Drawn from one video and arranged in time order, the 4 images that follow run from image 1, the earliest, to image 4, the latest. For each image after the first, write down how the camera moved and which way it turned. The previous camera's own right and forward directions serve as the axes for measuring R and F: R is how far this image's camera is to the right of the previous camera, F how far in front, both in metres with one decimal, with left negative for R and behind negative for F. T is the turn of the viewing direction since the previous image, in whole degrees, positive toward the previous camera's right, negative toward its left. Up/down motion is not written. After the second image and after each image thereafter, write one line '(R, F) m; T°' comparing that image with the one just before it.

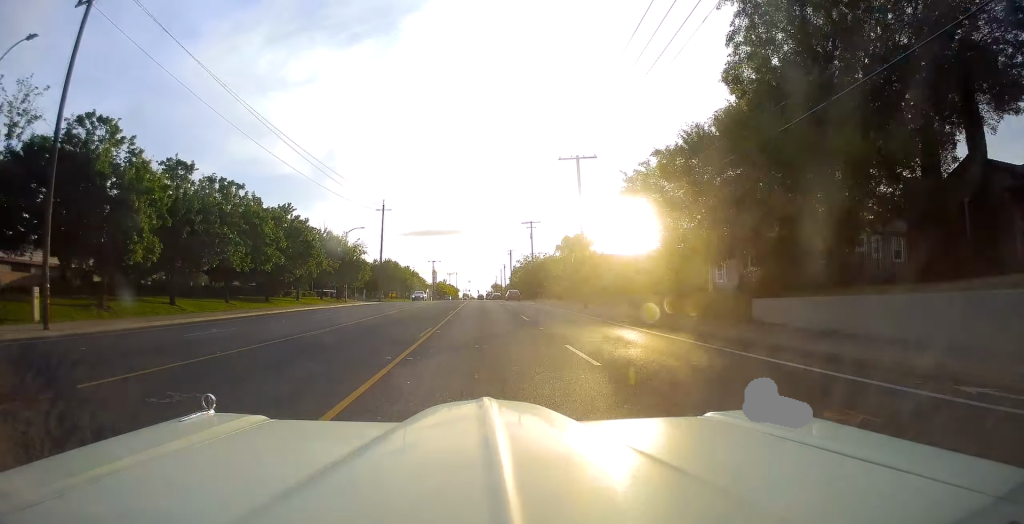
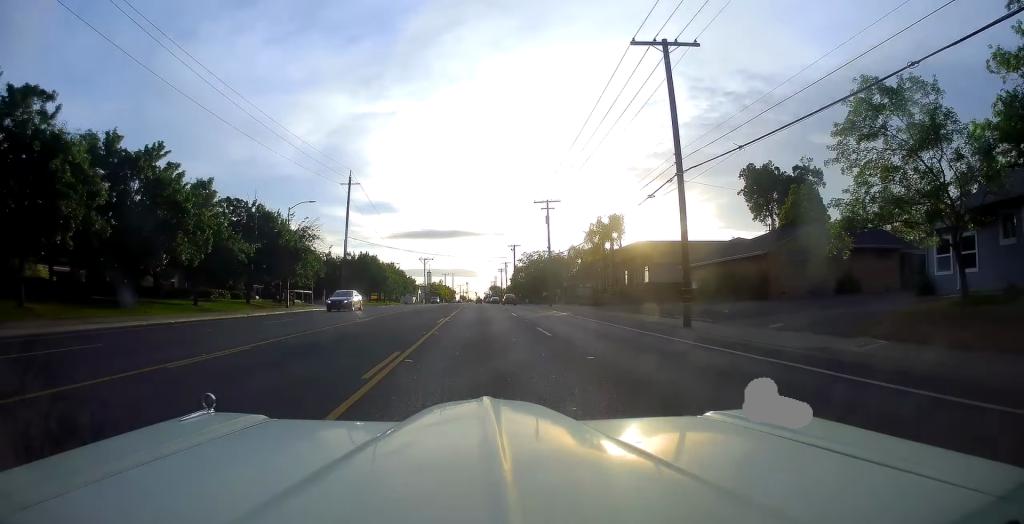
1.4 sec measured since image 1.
(0.0, +22.4) m; 0°
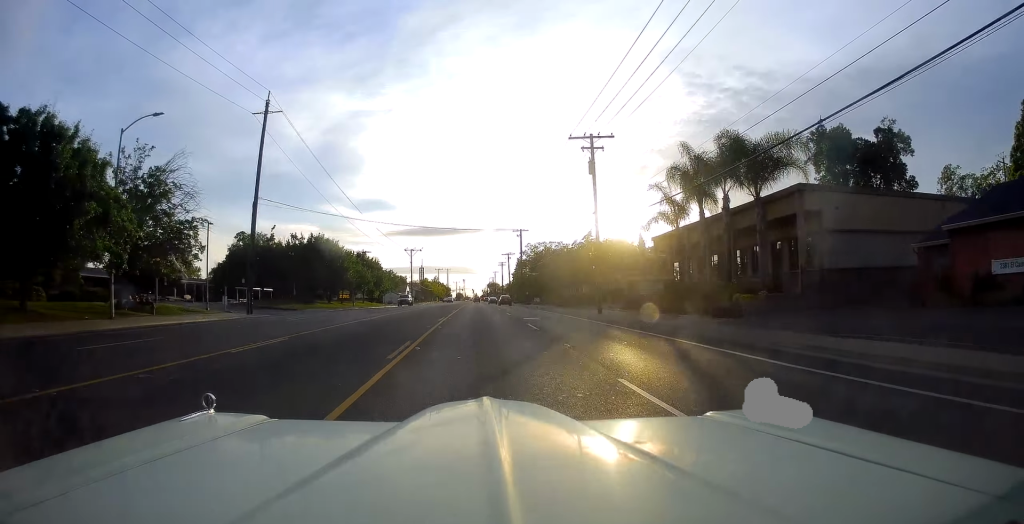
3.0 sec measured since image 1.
(0.0, +27.1) m; 0°
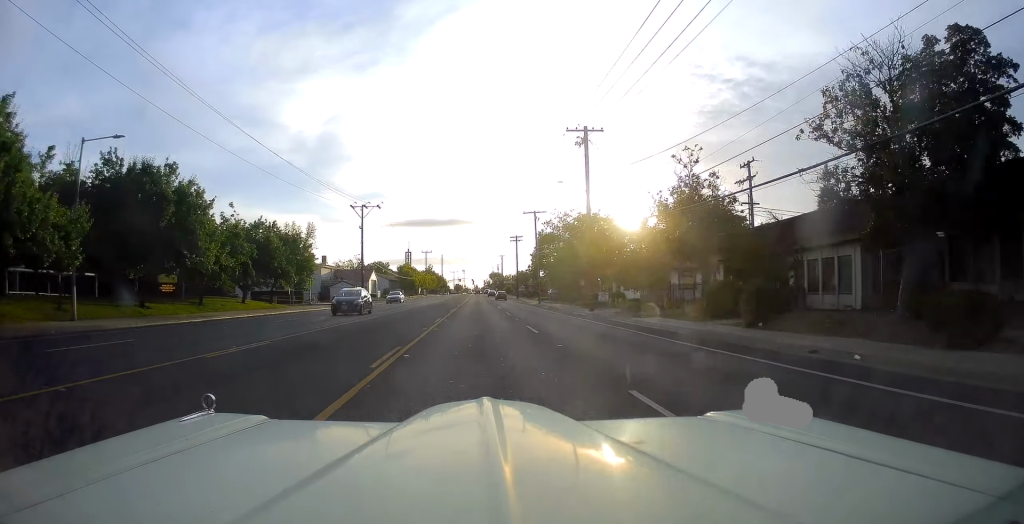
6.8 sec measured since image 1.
(0.0, +60.1) m; 0°
